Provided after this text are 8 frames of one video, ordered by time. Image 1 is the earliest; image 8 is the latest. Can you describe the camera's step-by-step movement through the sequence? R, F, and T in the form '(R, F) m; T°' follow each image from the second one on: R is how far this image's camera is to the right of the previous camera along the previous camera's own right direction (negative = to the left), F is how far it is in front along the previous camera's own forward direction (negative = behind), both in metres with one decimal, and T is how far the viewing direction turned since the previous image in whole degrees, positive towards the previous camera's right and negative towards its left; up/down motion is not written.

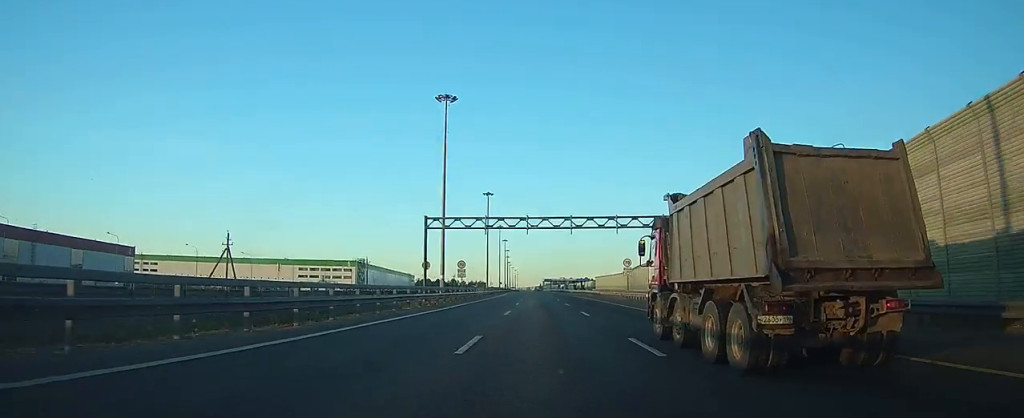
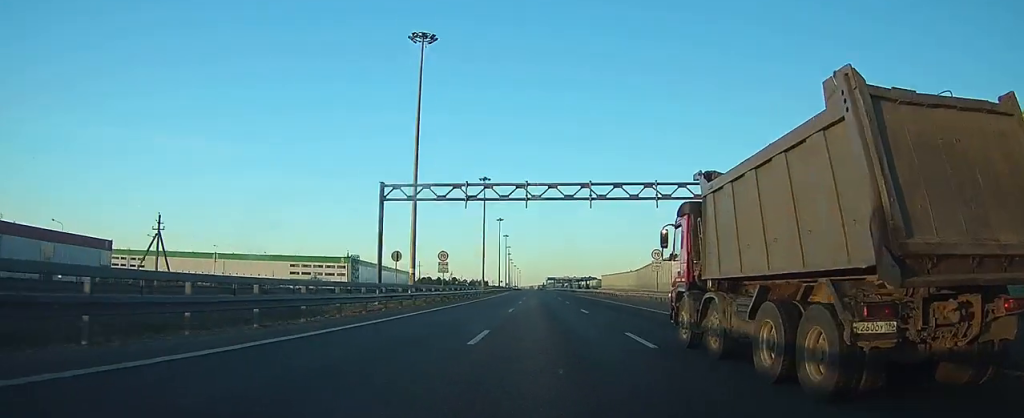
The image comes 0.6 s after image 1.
(-0.1, +14.7) m; 0°
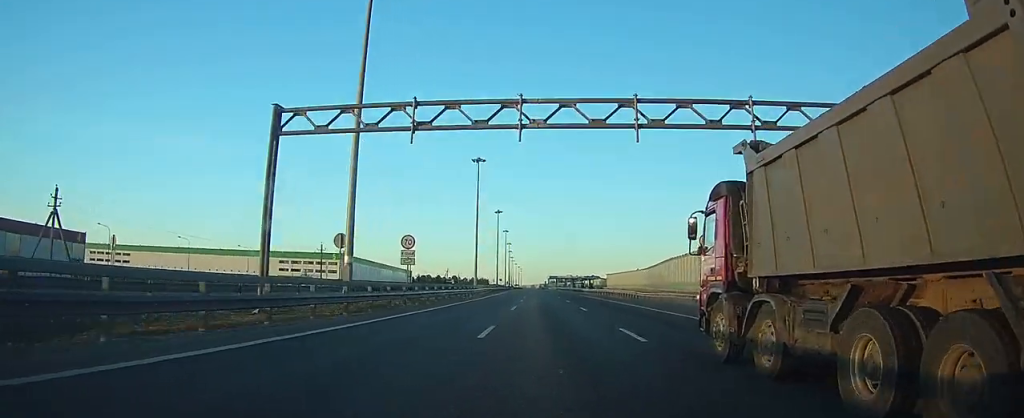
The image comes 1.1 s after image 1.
(0.0, +14.7) m; 0°
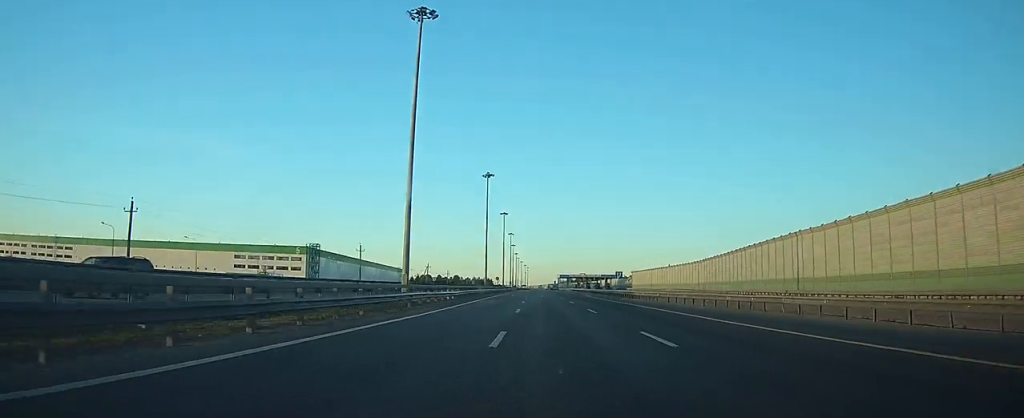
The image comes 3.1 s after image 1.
(-0.6, +50.1) m; -1°
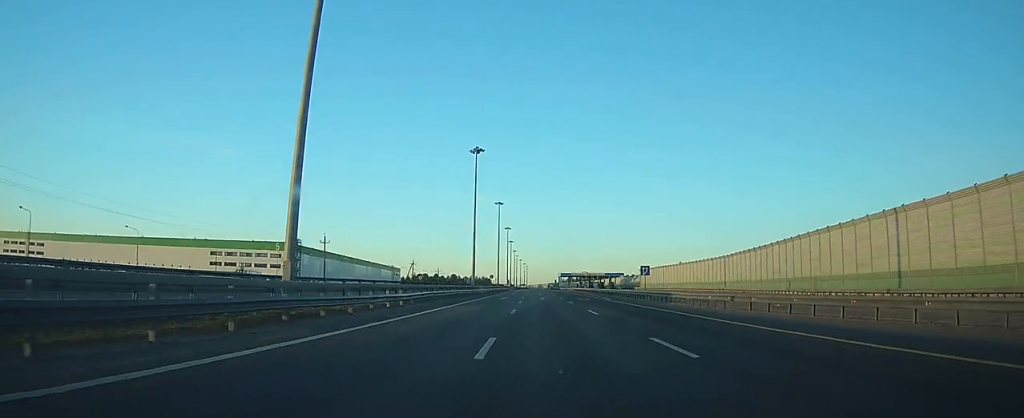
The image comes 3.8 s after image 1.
(-0.1, +18.1) m; 0°
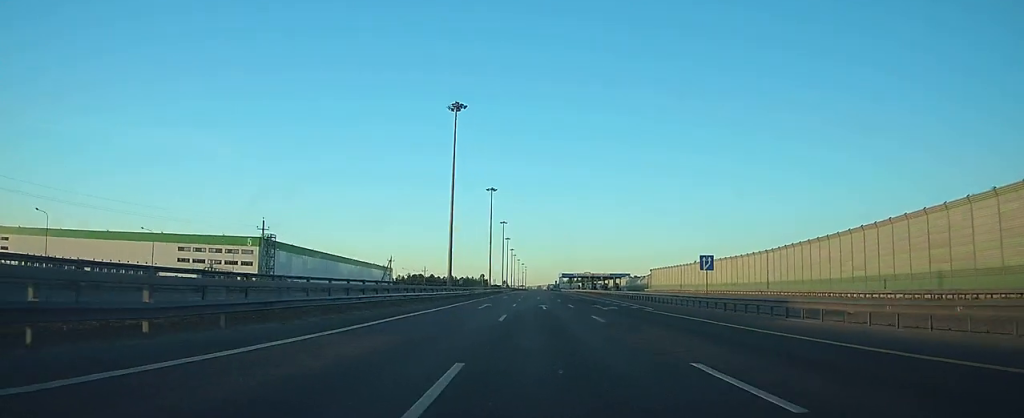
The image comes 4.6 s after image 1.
(0.0, +20.7) m; 0°
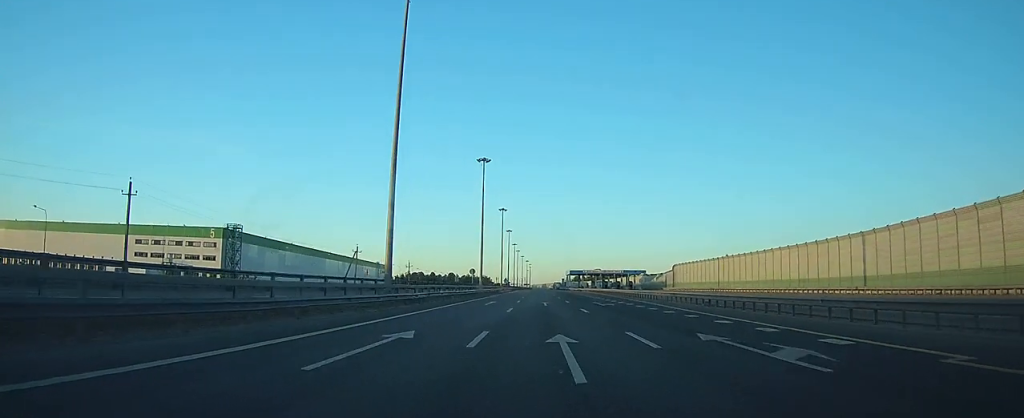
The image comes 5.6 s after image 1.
(-0.1, +25.8) m; 0°
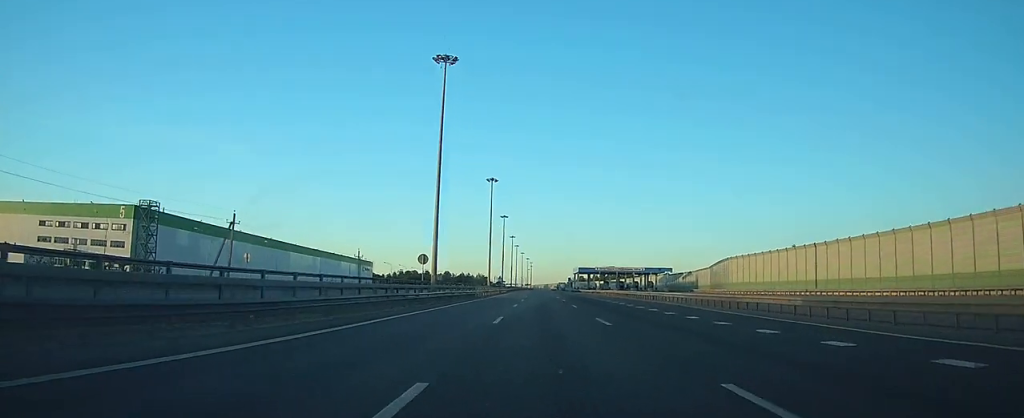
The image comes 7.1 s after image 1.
(0.0, +40.3) m; 0°
